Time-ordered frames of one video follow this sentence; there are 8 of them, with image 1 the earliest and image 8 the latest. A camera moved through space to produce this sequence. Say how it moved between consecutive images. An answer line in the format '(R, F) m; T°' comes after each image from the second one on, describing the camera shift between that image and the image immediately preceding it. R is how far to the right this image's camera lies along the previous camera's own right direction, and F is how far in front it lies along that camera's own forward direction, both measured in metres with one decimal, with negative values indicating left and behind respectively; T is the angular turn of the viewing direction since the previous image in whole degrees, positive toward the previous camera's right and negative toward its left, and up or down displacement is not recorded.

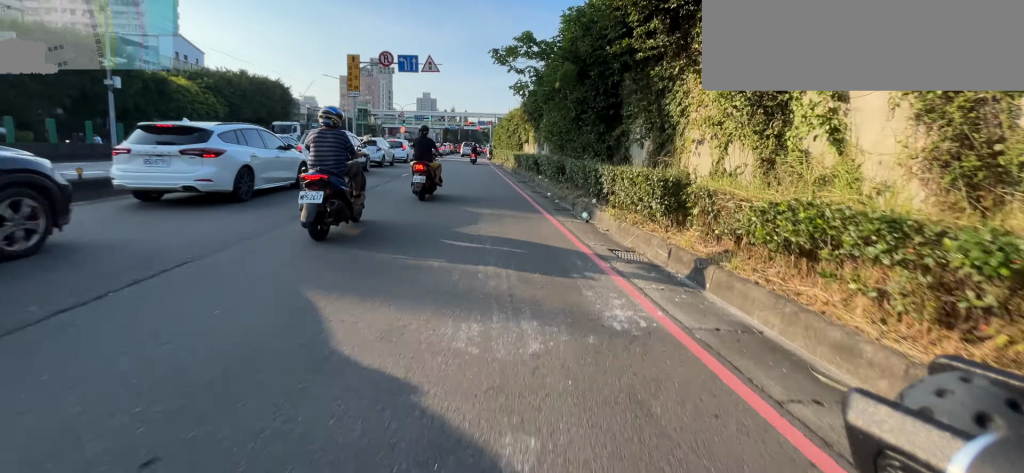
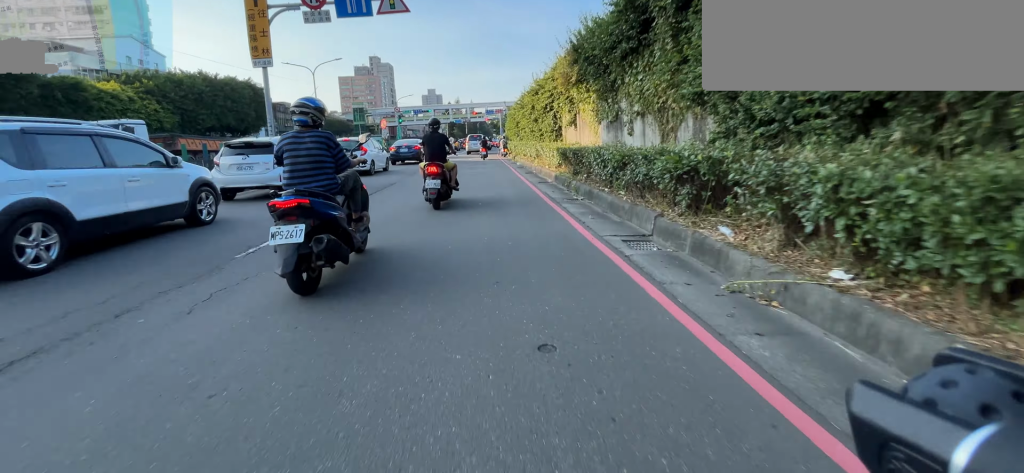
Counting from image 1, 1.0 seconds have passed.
(-0.1, +9.0) m; -1°
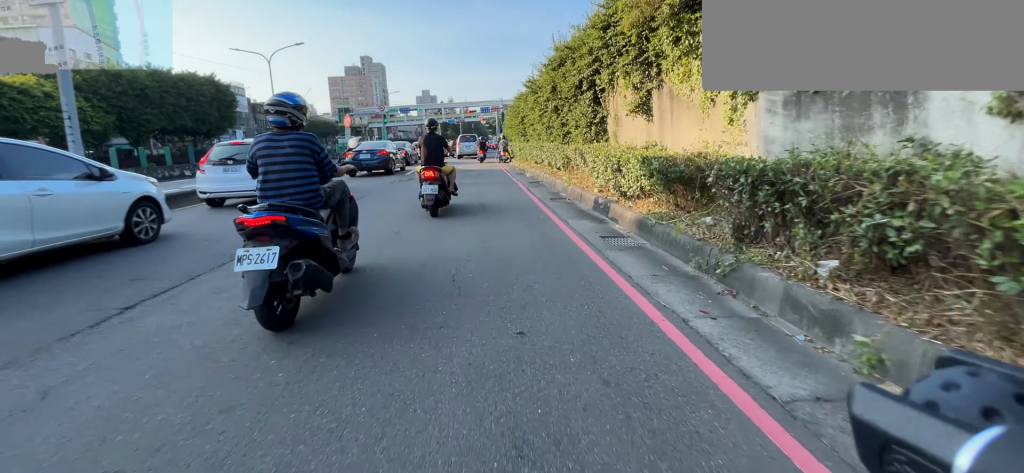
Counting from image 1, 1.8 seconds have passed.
(0.0, +6.0) m; 0°
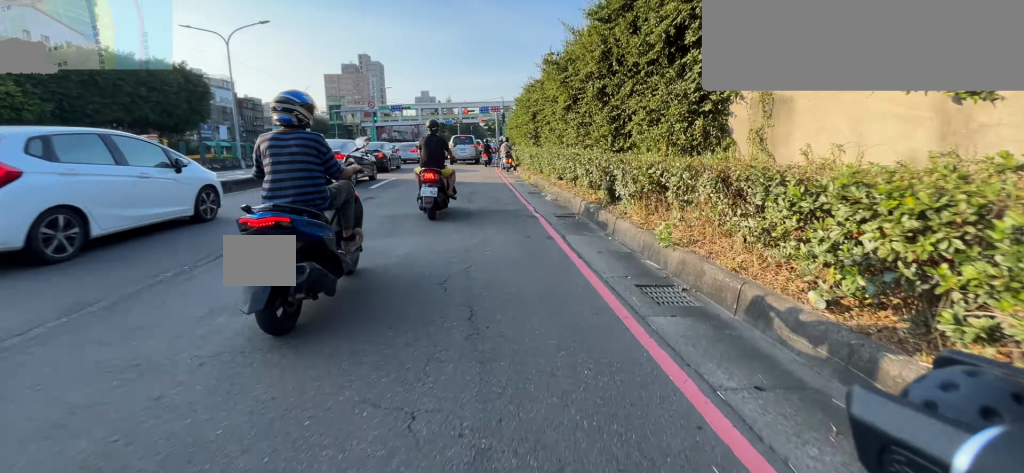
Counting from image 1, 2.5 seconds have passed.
(0.0, +4.6) m; 0°
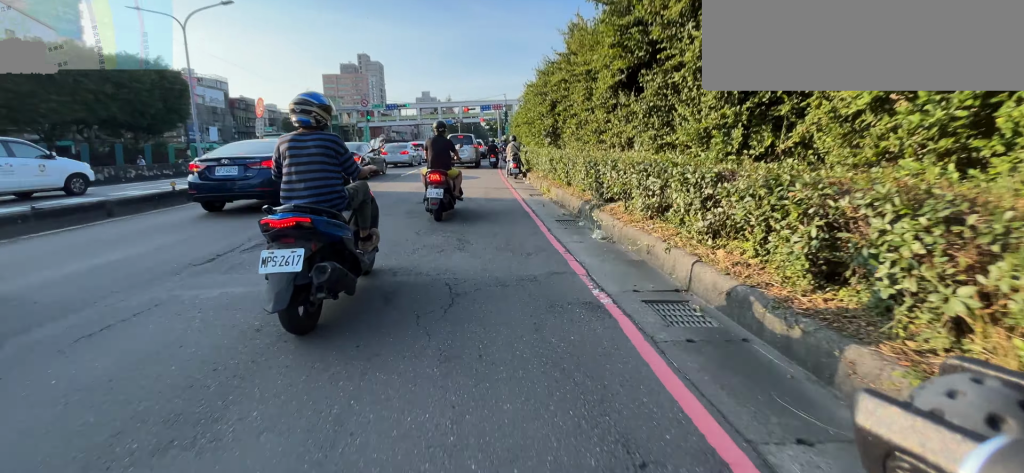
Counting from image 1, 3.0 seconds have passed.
(0.0, +3.6) m; 0°
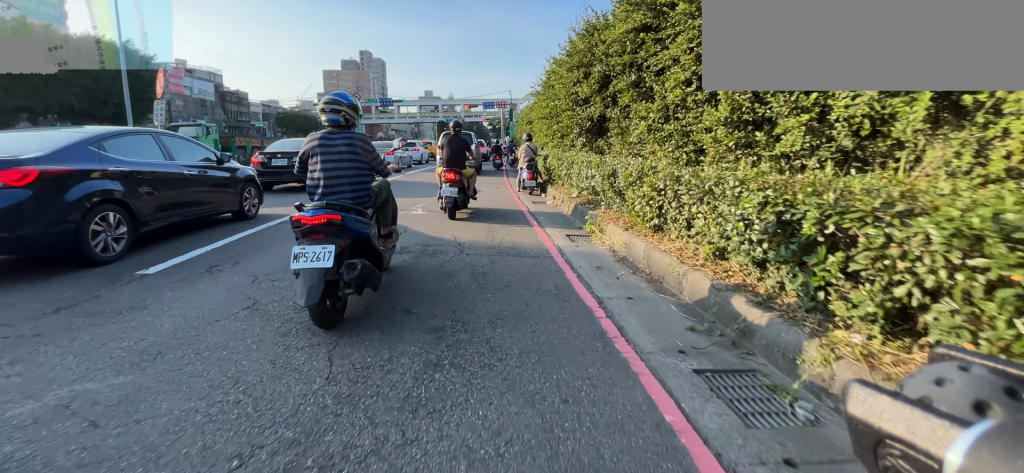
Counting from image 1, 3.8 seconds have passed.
(0.0, +4.3) m; 0°
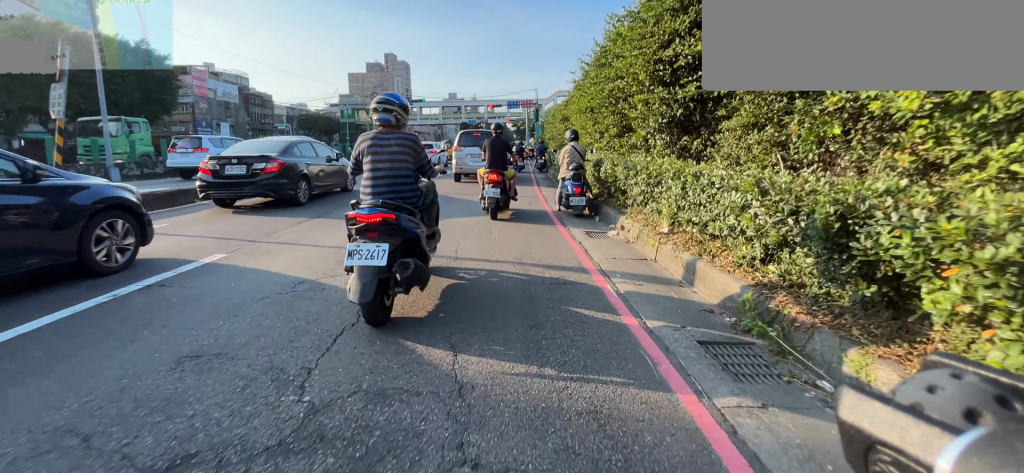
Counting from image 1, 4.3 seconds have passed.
(0.0, +2.9) m; 0°
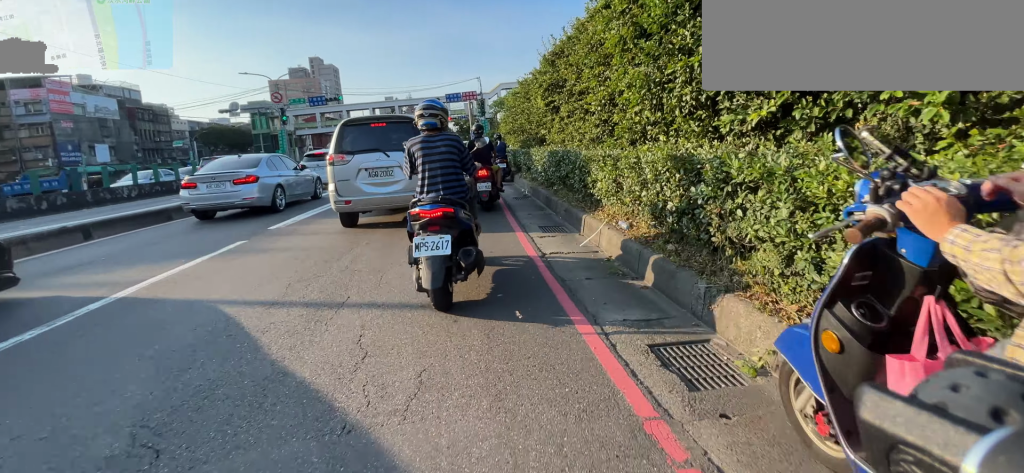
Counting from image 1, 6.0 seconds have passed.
(0.0, +7.6) m; 0°
